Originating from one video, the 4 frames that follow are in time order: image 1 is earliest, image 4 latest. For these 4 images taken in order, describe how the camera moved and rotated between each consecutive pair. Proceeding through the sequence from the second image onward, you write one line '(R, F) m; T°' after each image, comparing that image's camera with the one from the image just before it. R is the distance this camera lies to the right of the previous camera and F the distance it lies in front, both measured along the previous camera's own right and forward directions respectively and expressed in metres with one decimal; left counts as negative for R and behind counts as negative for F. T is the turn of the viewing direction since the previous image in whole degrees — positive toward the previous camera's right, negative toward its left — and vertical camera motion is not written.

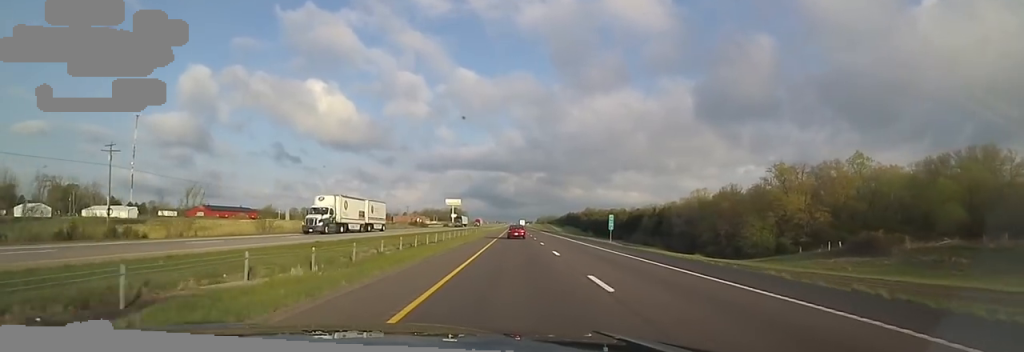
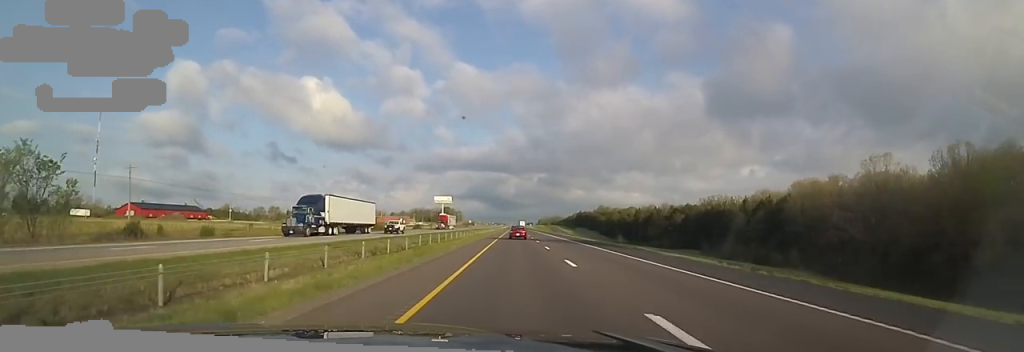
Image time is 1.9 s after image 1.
(-1.1, +66.6) m; -2°
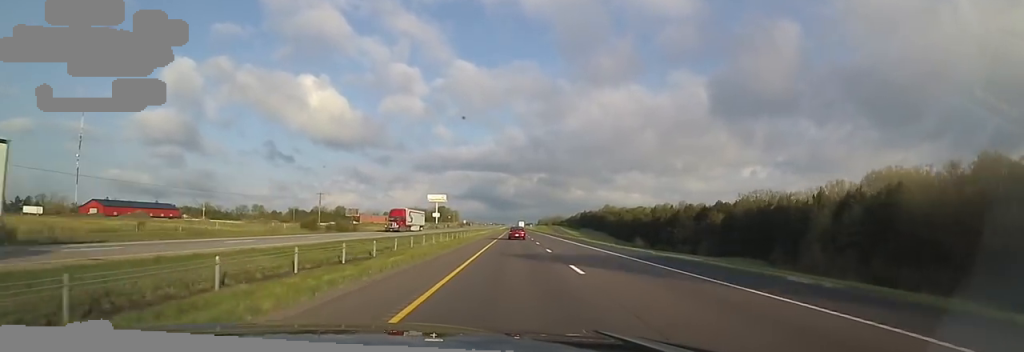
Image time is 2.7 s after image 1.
(-0.2, +26.8) m; +1°
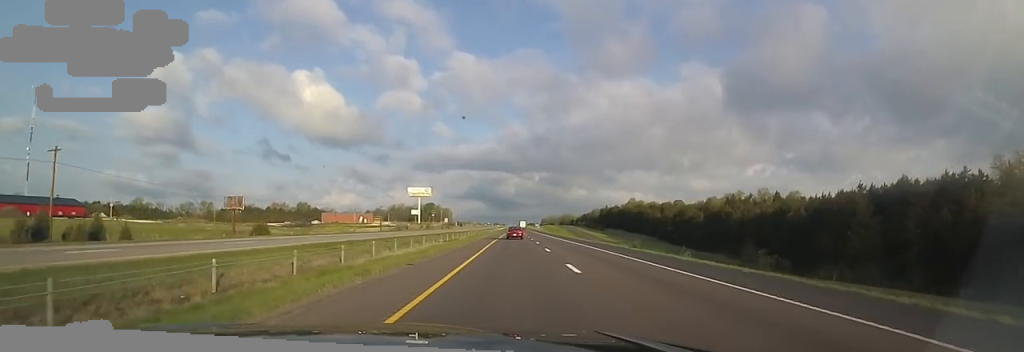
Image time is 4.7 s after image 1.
(+1.5, +73.8) m; 0°
